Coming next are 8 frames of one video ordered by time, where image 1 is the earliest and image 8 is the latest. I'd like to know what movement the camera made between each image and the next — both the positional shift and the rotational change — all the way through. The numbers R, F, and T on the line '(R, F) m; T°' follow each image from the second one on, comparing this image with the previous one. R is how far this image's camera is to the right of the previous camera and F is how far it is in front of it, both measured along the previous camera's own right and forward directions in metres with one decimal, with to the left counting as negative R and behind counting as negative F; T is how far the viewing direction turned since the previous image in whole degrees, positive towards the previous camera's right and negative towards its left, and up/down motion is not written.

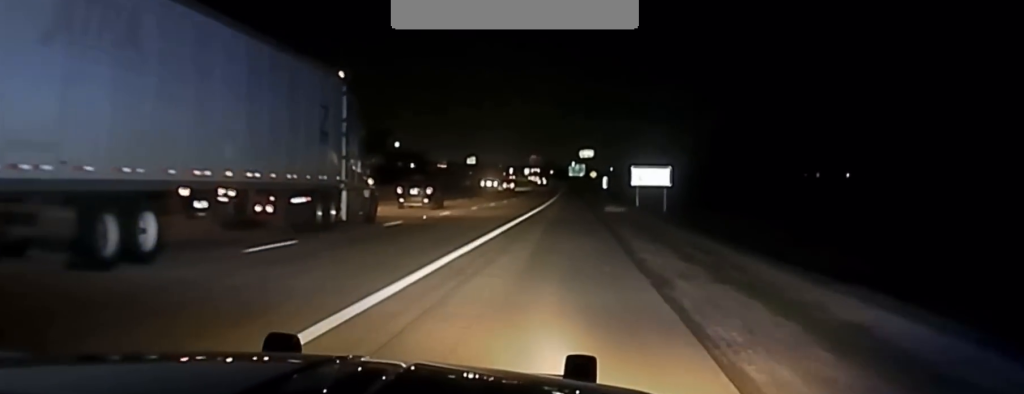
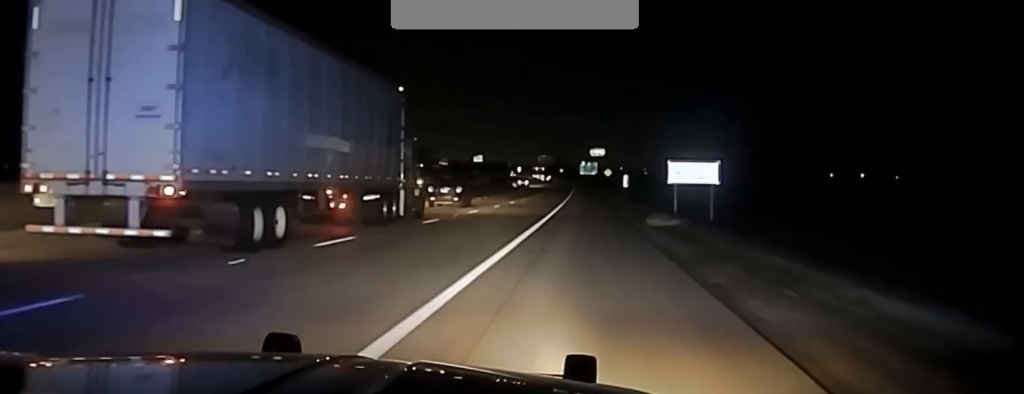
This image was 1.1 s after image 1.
(0.0, +24.4) m; 0°
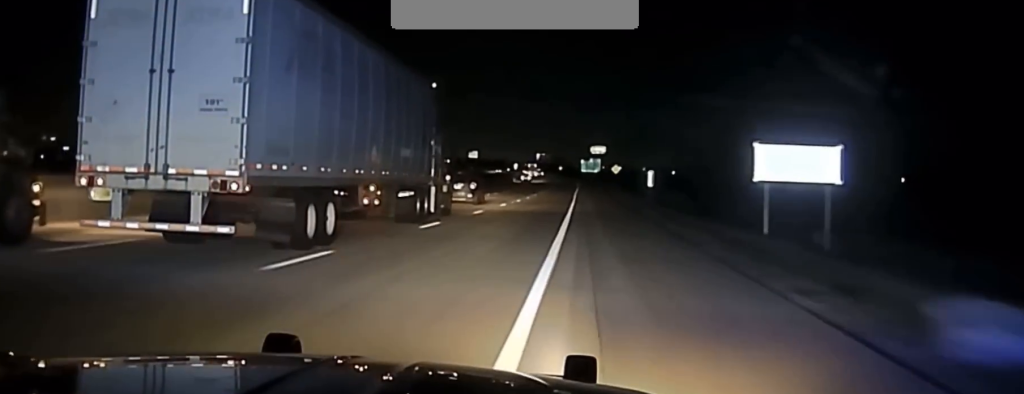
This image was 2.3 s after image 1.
(0.0, +28.5) m; 0°
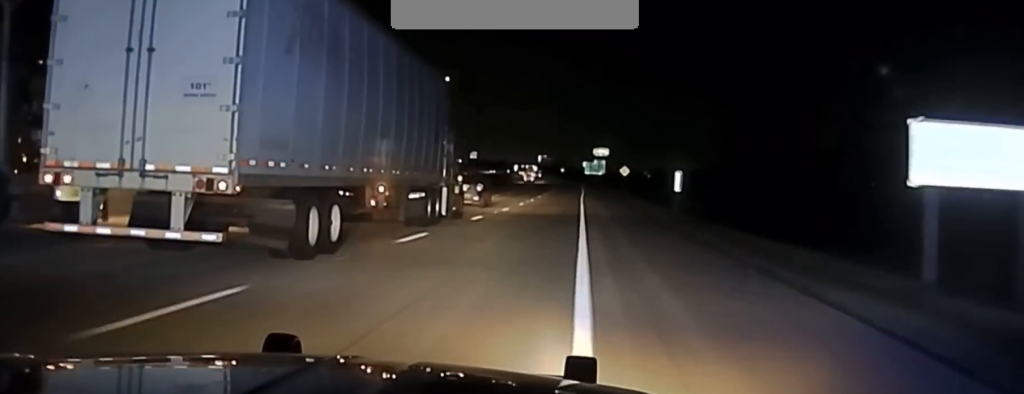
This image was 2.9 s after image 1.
(0.0, +15.0) m; 0°
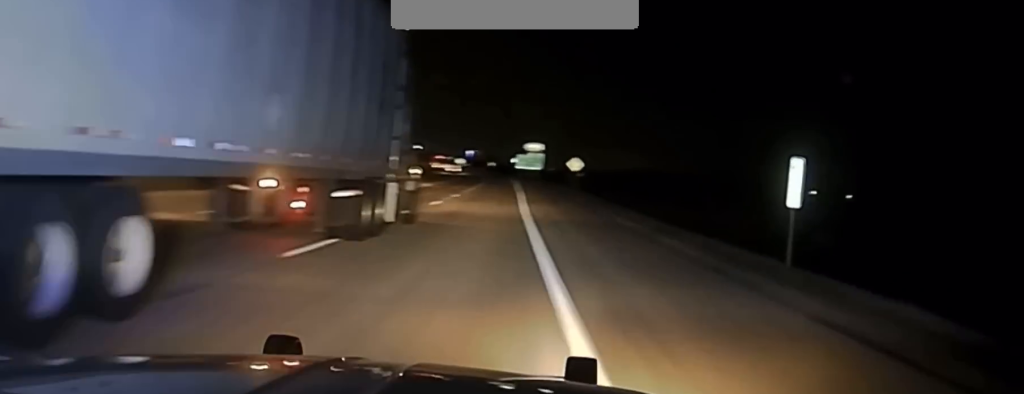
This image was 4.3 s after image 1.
(+0.2, +36.8) m; +2°
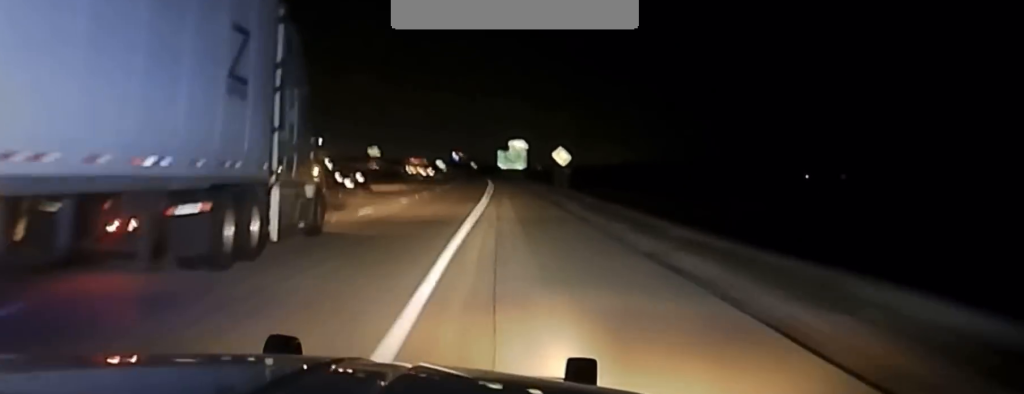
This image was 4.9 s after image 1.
(+0.1, +19.6) m; +1°
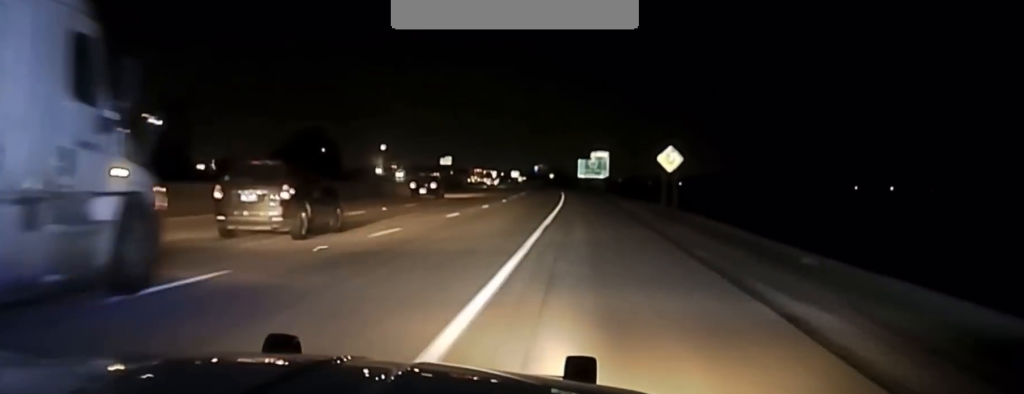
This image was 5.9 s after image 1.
(+0.6, +34.0) m; -1°
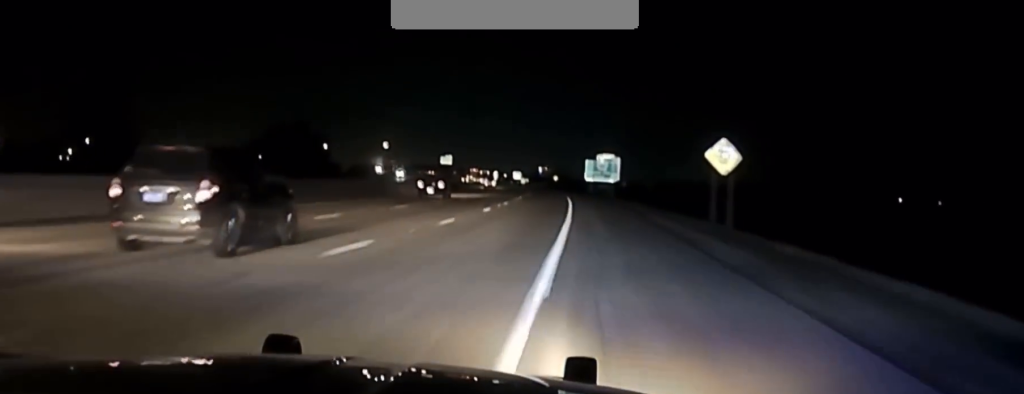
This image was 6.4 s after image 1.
(-0.3, +19.3) m; -2°
